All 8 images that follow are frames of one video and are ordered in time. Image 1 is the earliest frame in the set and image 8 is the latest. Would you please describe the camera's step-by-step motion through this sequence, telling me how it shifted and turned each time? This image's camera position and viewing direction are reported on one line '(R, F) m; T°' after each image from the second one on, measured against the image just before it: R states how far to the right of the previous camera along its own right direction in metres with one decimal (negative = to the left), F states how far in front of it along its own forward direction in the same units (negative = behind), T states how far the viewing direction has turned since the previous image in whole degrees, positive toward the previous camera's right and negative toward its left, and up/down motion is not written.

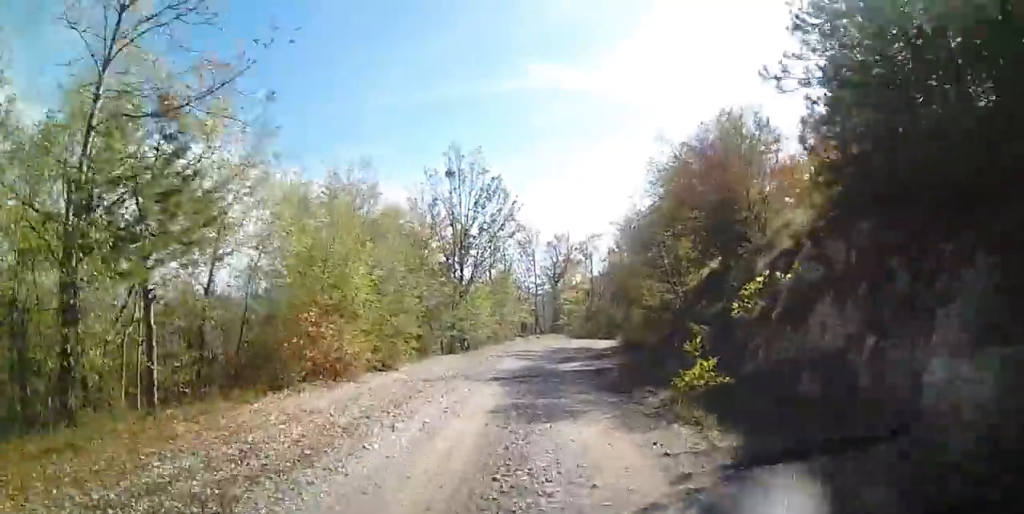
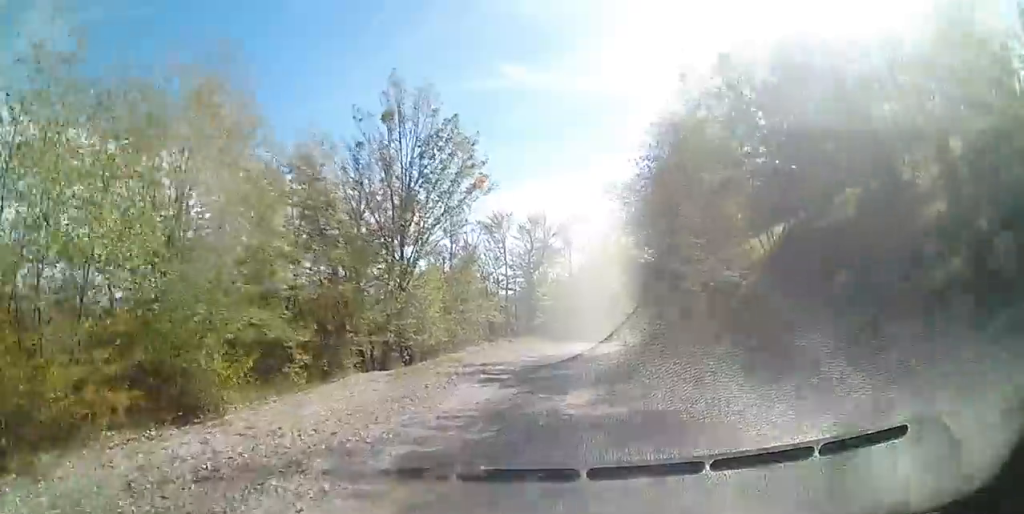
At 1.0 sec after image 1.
(0.0, +8.3) m; +1°
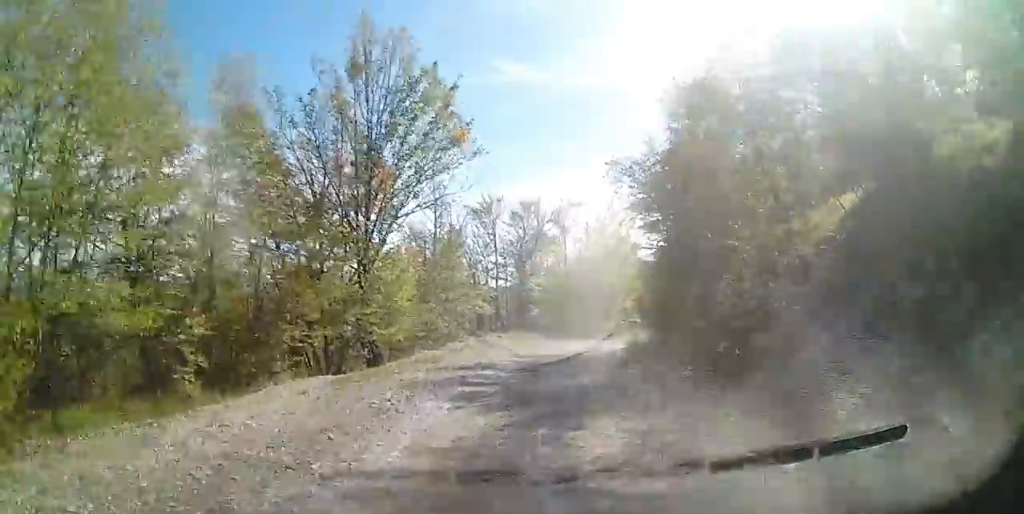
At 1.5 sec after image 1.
(+0.2, +3.8) m; 0°
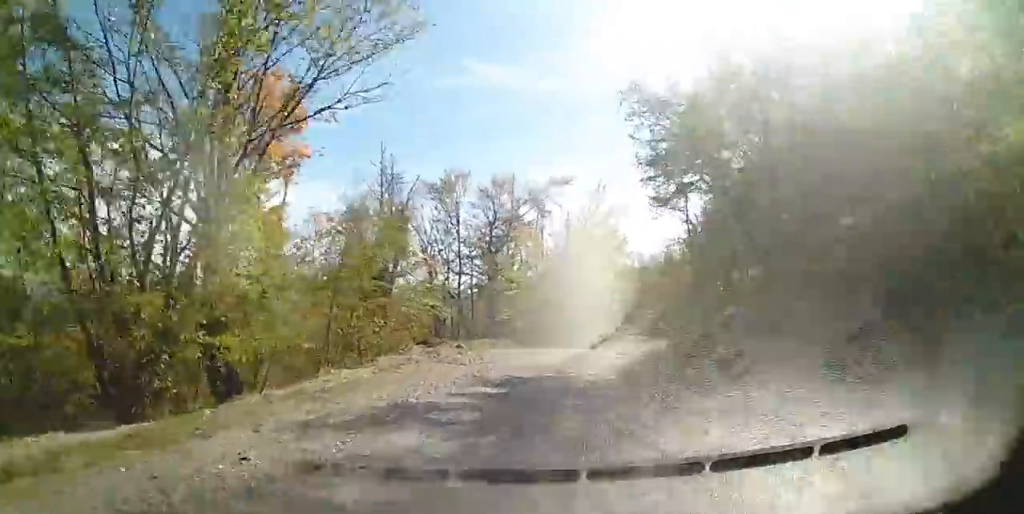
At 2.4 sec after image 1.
(-0.2, +7.4) m; +3°
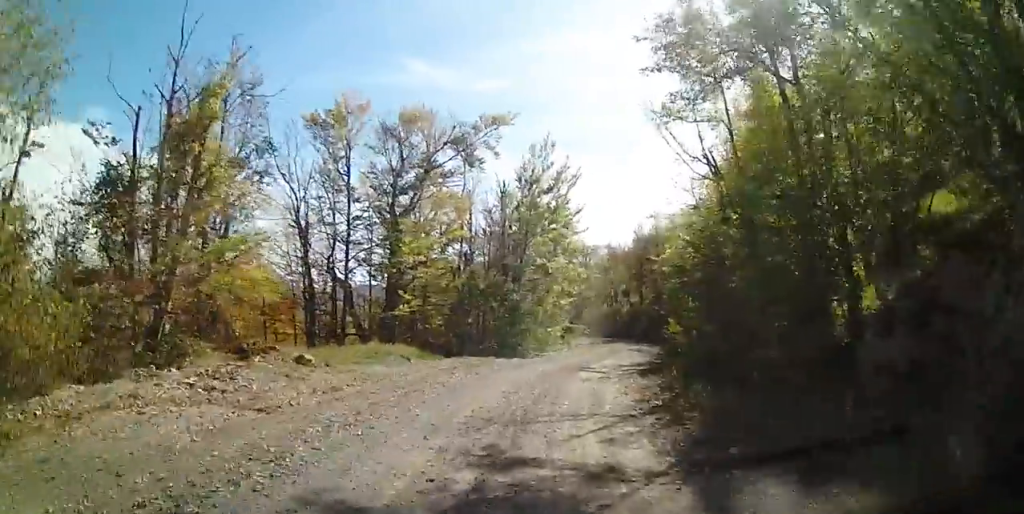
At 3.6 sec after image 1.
(+0.9, +9.6) m; +9°
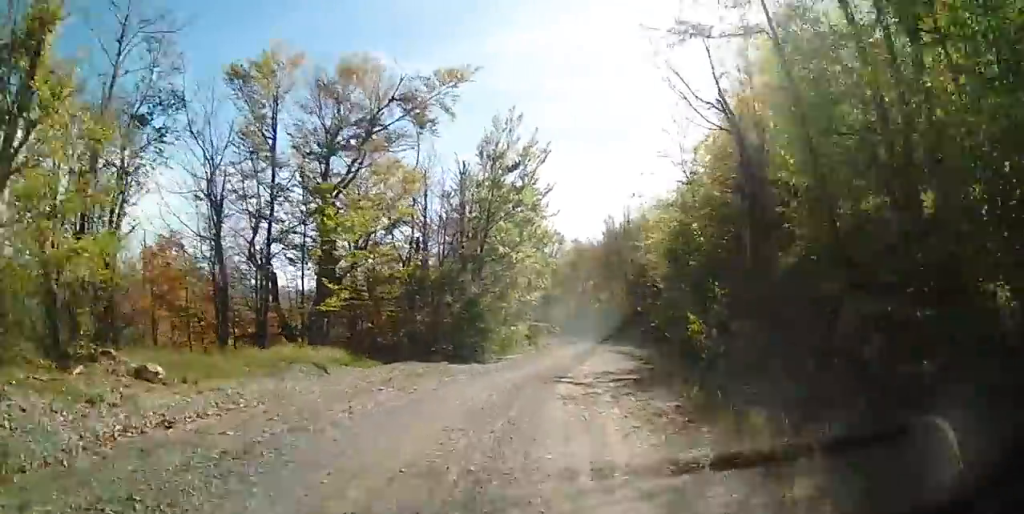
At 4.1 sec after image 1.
(0.0, +3.9) m; +4°
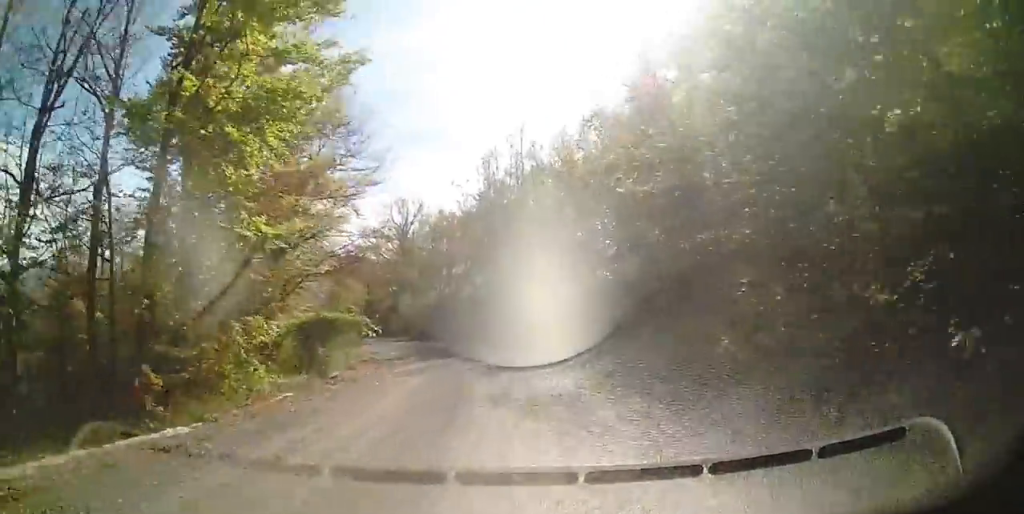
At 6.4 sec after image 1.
(+1.9, +17.2) m; +9°
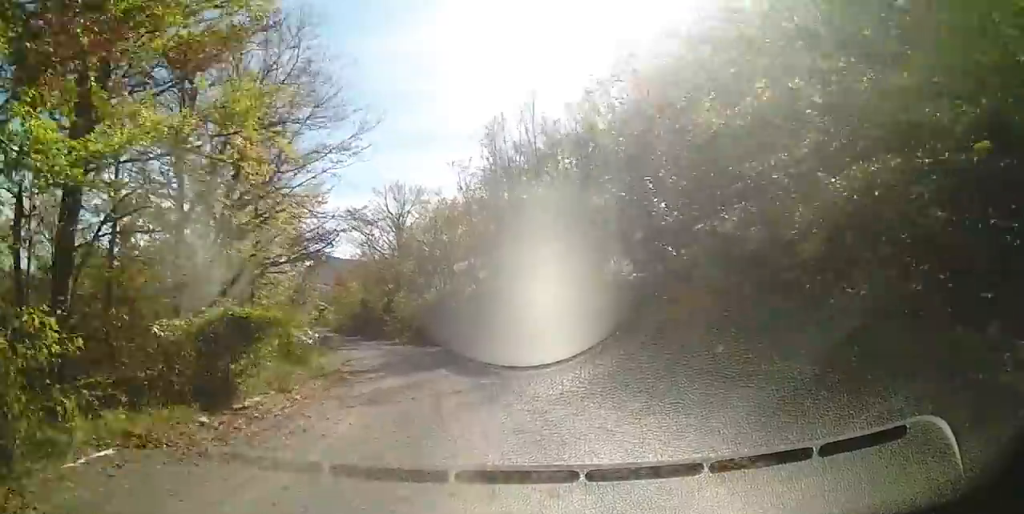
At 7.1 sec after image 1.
(+0.1, +4.9) m; 0°
